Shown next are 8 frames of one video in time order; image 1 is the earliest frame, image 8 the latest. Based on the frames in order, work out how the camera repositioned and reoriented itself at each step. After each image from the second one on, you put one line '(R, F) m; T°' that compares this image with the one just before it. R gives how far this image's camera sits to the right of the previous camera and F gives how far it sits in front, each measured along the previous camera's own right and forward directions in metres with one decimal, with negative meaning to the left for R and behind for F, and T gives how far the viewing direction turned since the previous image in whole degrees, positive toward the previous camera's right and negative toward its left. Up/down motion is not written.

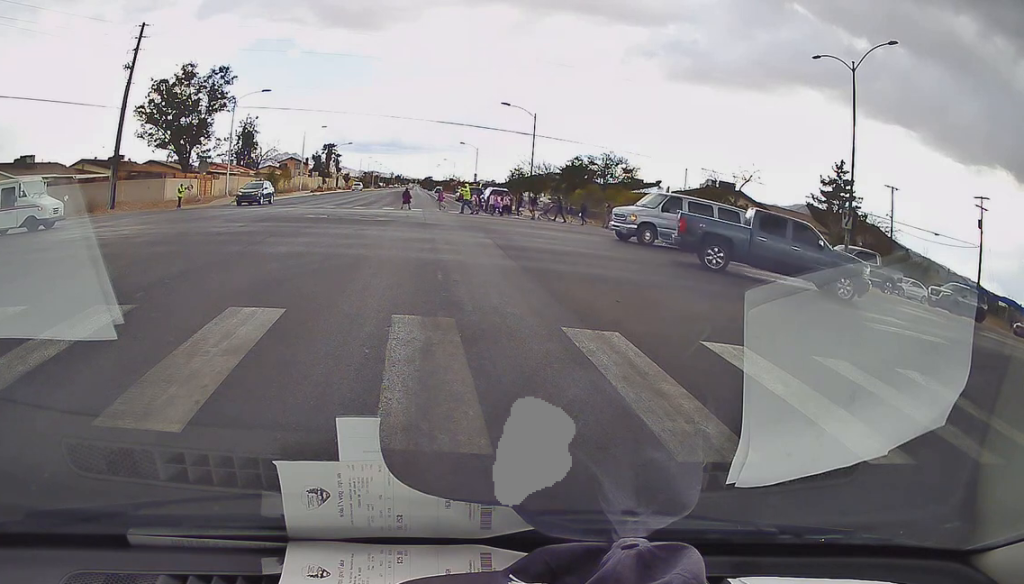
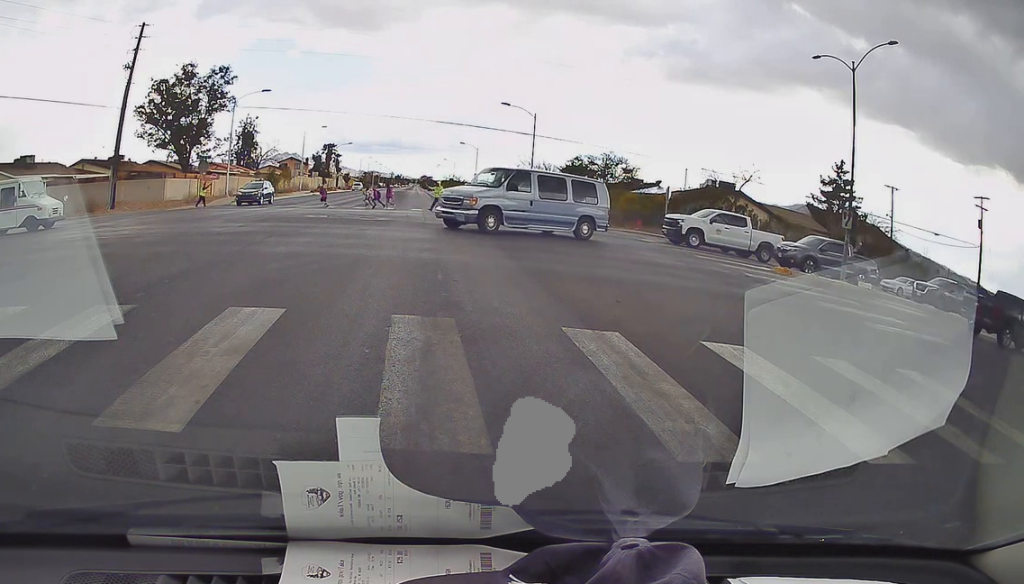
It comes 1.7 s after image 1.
(0.0, 0.0) m; 0°
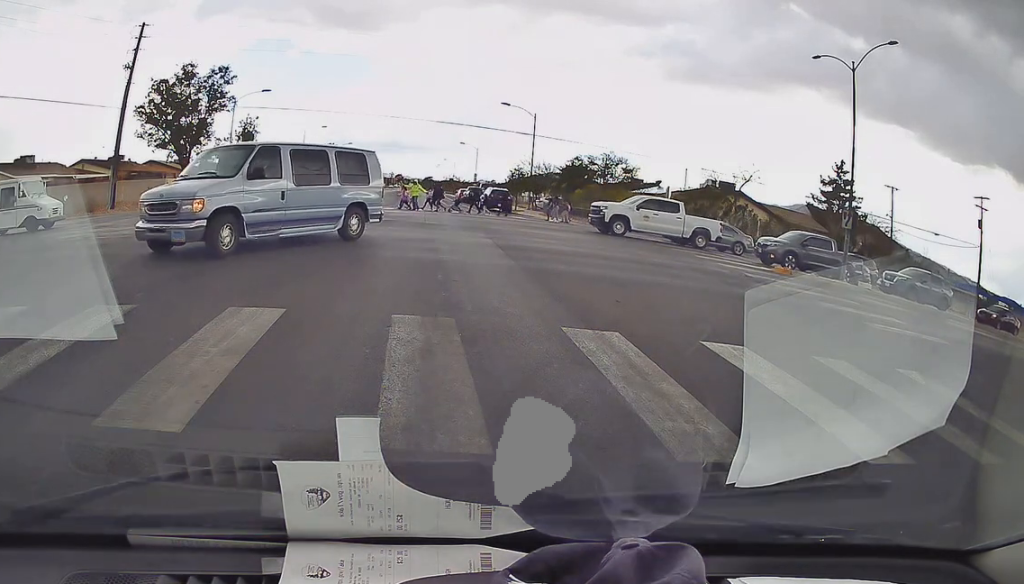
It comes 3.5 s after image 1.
(0.0, 0.0) m; 0°
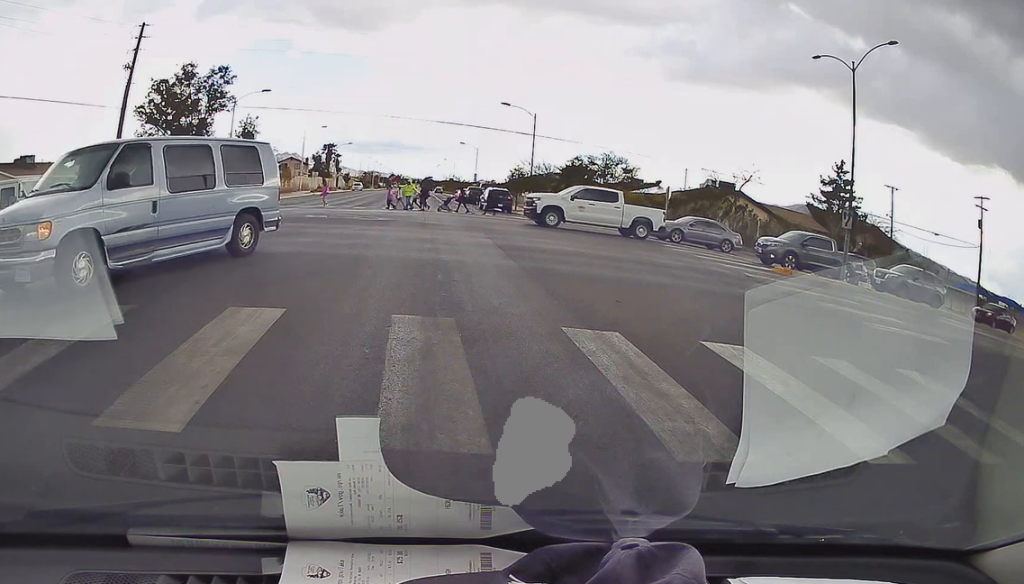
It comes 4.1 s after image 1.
(0.0, 0.0) m; 0°
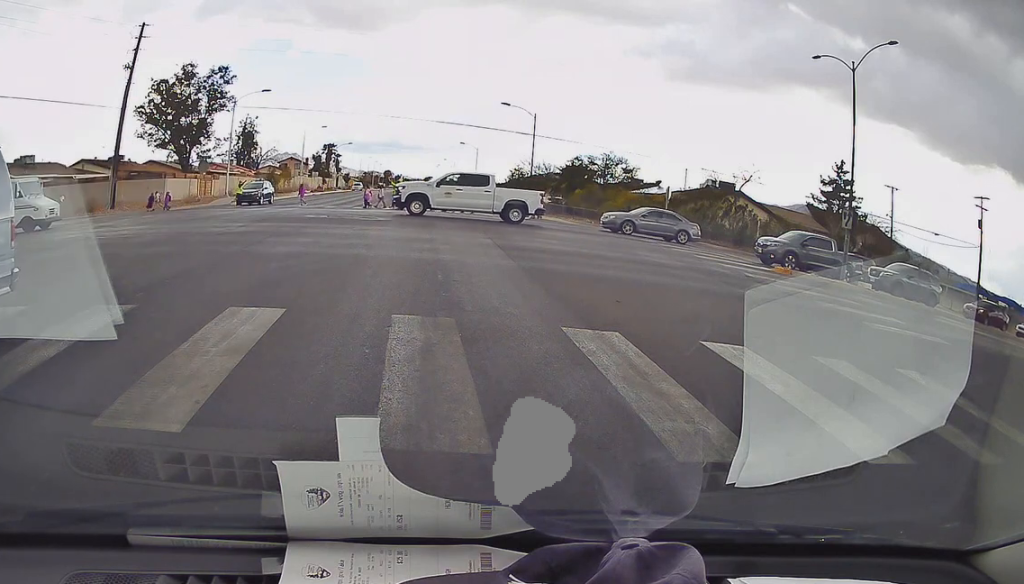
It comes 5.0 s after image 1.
(0.0, 0.0) m; 0°
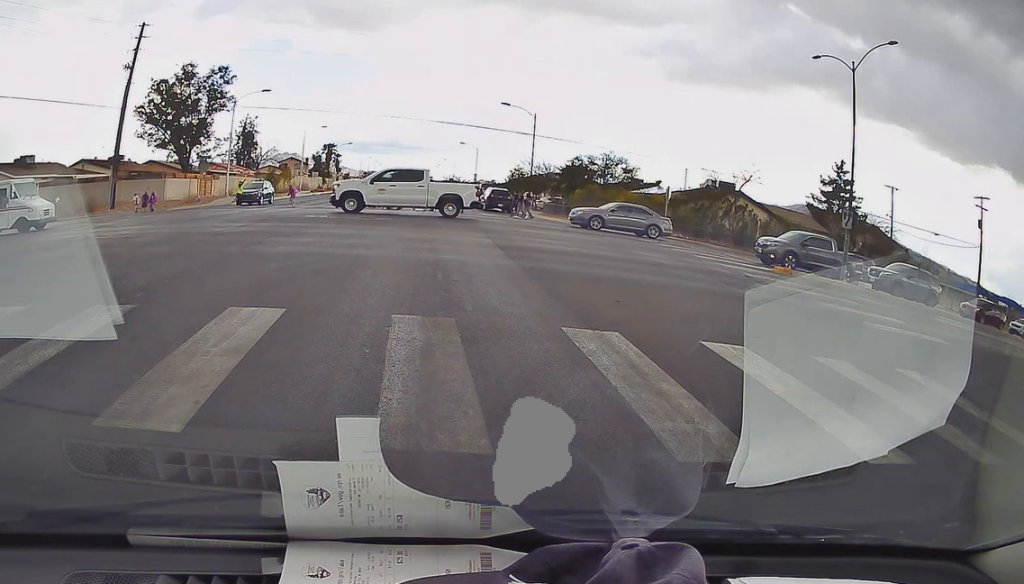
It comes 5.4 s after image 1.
(0.0, 0.0) m; 0°
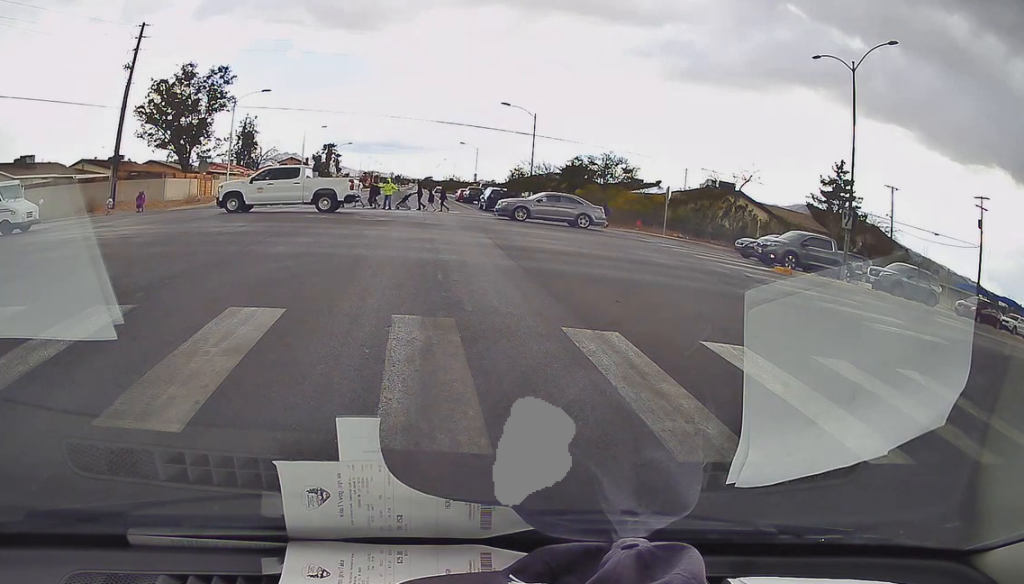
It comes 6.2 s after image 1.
(0.0, 0.0) m; 0°
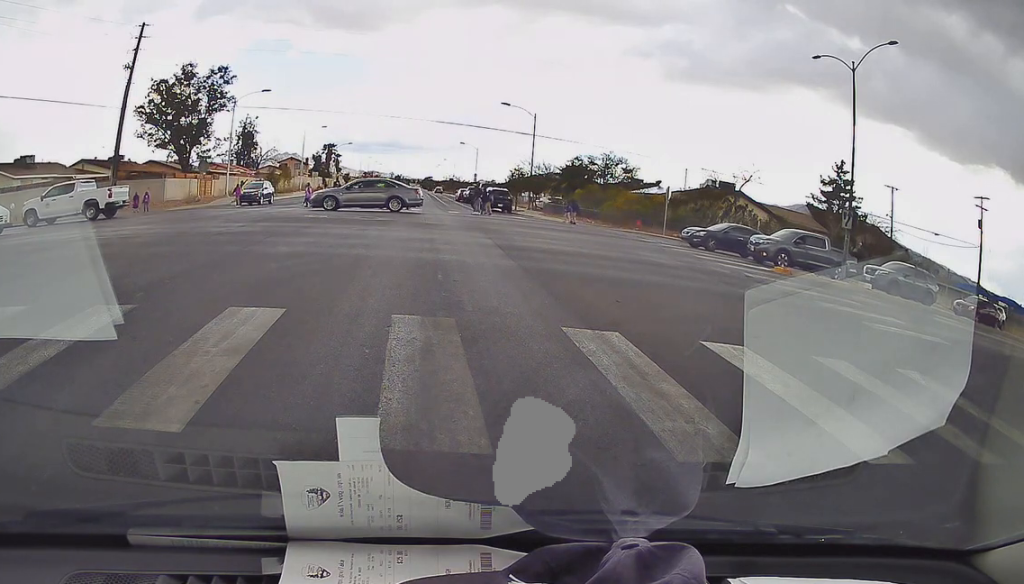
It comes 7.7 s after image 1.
(0.0, 0.0) m; 0°
